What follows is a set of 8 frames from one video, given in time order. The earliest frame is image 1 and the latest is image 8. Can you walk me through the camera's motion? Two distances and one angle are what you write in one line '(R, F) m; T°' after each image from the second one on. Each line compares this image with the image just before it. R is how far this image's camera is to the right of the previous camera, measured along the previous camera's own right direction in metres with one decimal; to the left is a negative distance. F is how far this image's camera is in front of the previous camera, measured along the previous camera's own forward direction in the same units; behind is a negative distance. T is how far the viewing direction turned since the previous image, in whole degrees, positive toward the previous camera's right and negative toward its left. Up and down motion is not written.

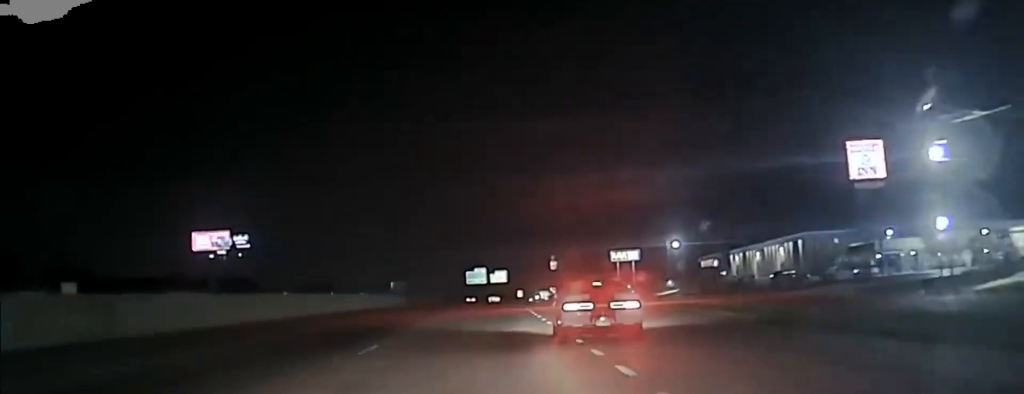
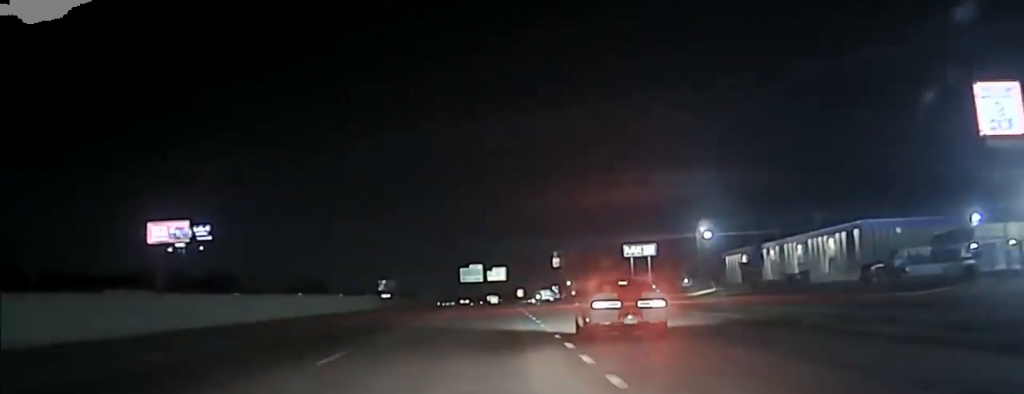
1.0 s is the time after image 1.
(+0.4, +28.1) m; +1°
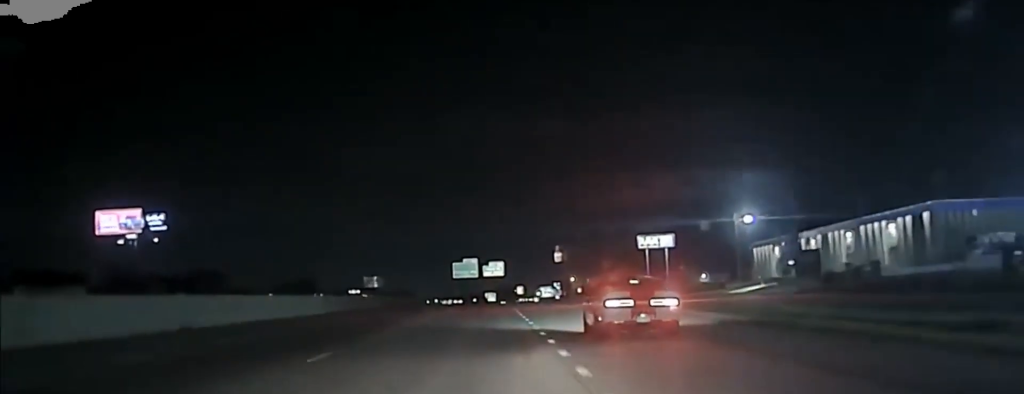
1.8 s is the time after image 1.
(0.0, +23.9) m; 0°
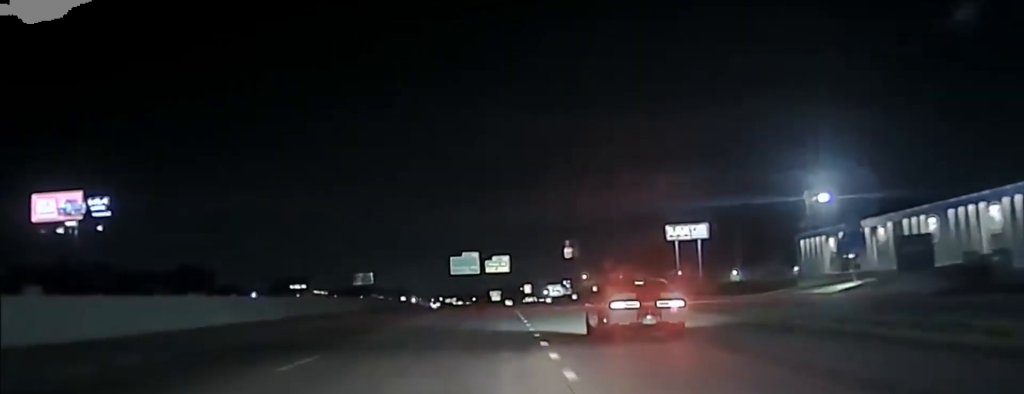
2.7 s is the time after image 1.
(0.0, +28.5) m; 0°
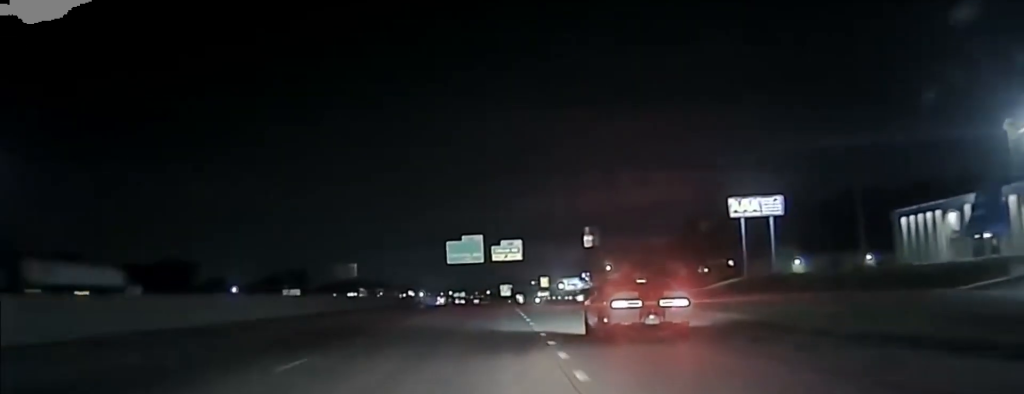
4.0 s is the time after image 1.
(-0.2, +39.5) m; 0°
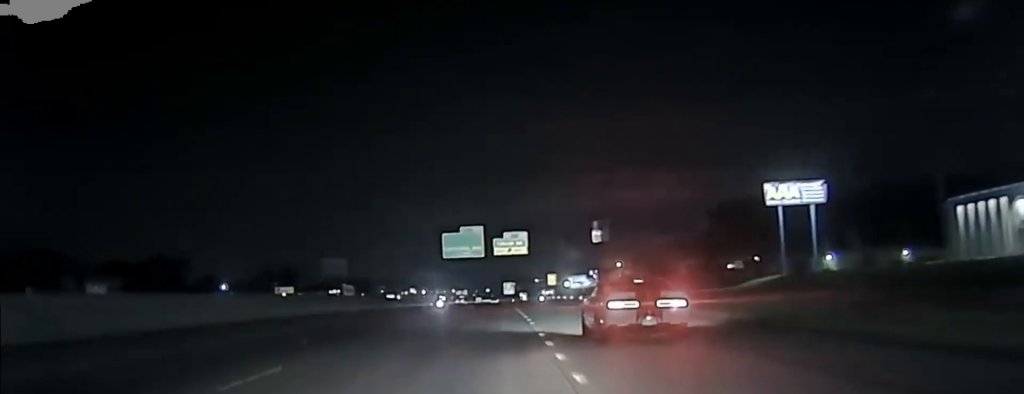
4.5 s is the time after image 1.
(0.0, +17.7) m; 0°
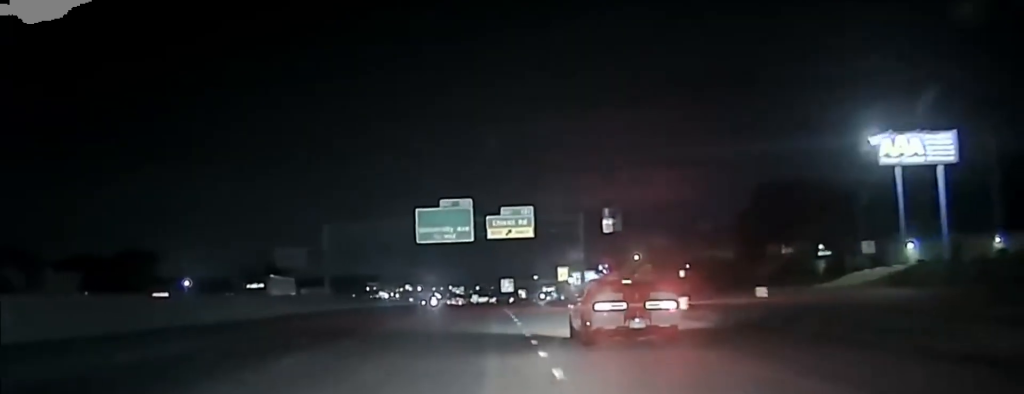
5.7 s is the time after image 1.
(-0.1, +30.9) m; -1°
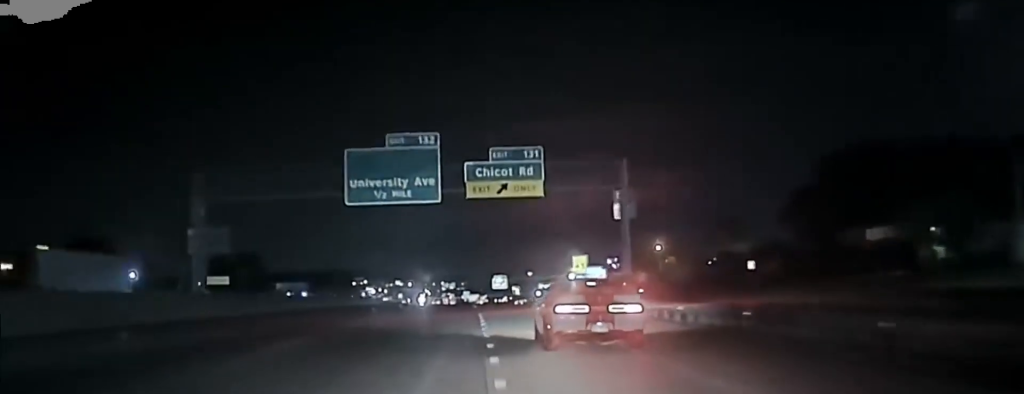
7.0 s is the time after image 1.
(-0.6, +31.1) m; -1°
